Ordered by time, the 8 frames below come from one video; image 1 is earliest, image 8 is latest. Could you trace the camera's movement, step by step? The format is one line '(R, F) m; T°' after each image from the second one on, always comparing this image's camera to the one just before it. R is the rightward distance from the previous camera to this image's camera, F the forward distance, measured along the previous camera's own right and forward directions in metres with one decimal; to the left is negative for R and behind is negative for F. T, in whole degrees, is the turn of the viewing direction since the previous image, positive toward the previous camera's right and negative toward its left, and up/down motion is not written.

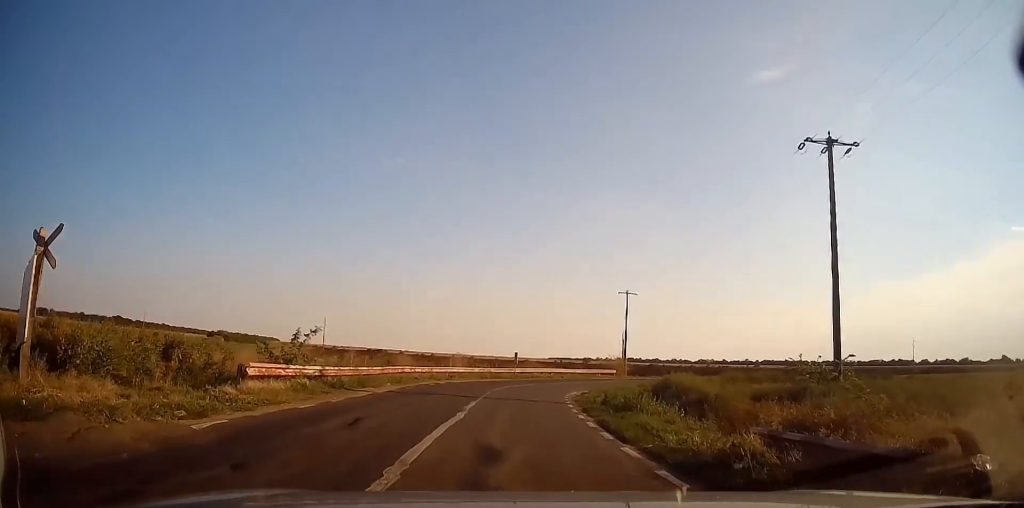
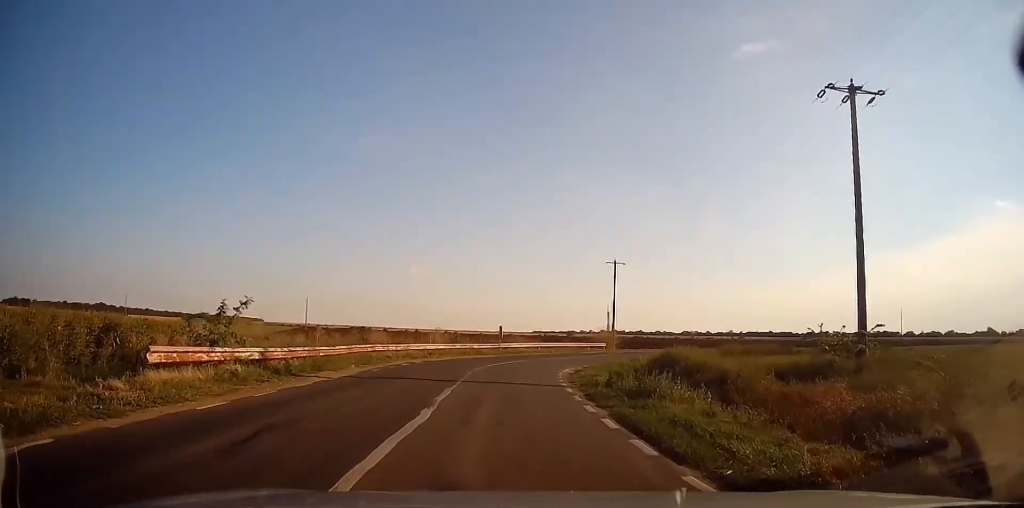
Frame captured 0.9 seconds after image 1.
(0.0, +3.5) m; 0°
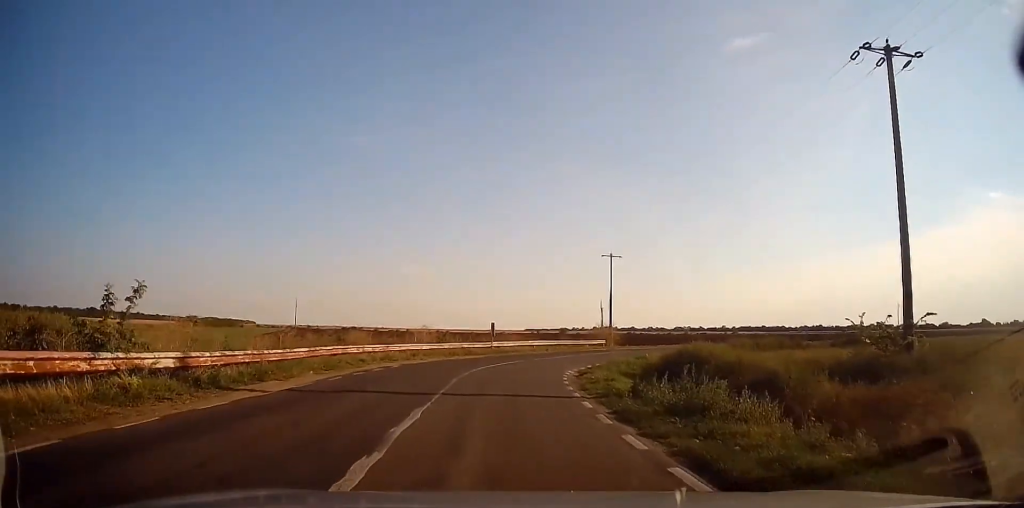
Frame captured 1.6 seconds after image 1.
(0.0, +3.7) m; 0°
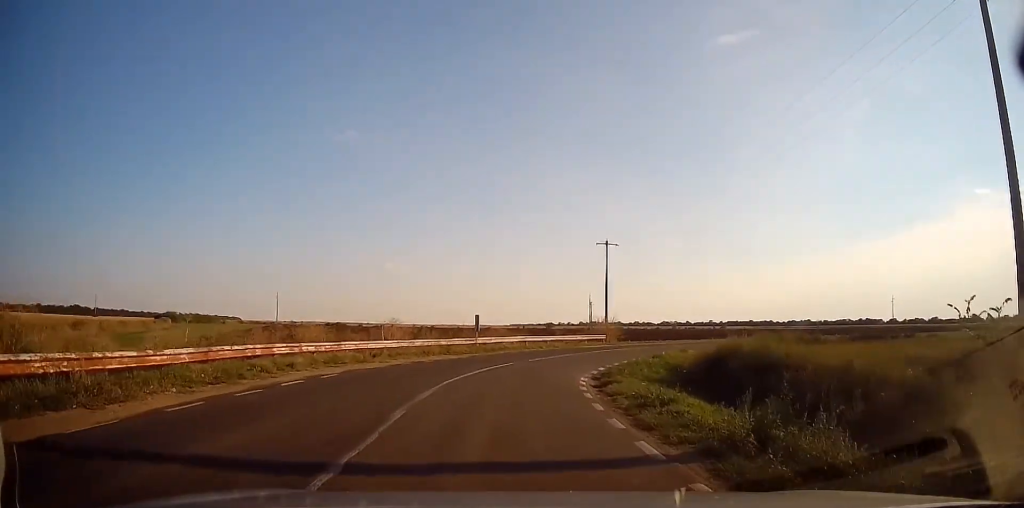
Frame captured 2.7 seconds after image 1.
(0.0, +6.3) m; +3°
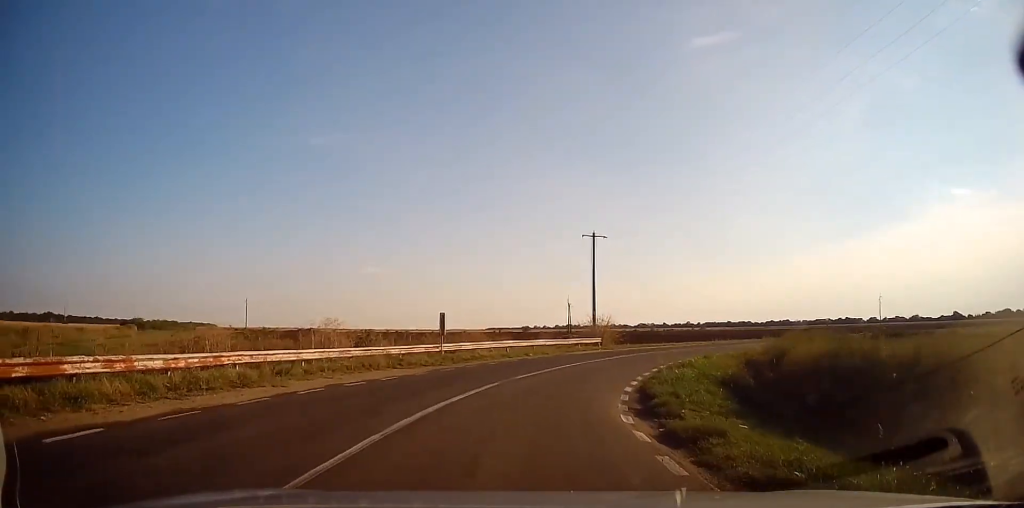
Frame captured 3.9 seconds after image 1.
(+0.4, +8.2) m; +4°
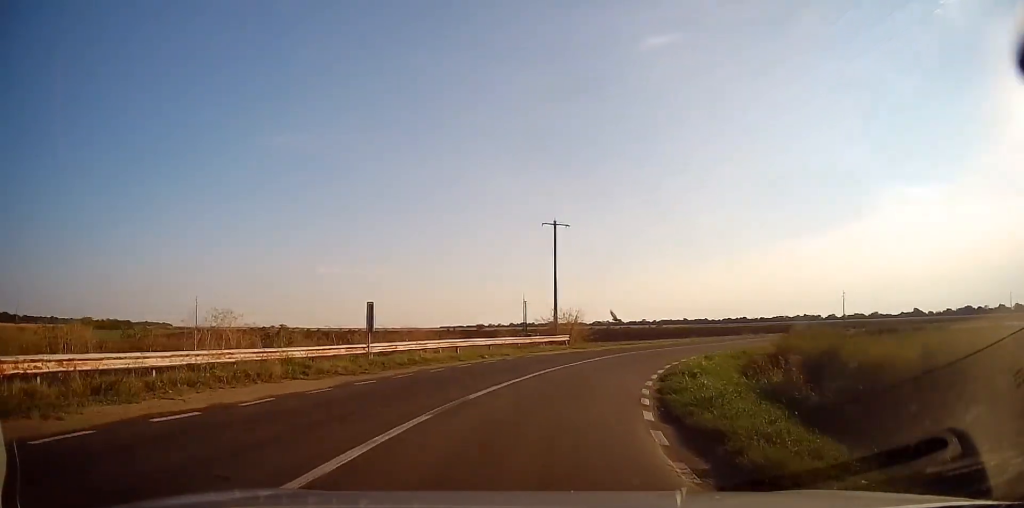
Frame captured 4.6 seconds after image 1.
(0.0, +5.9) m; +3°
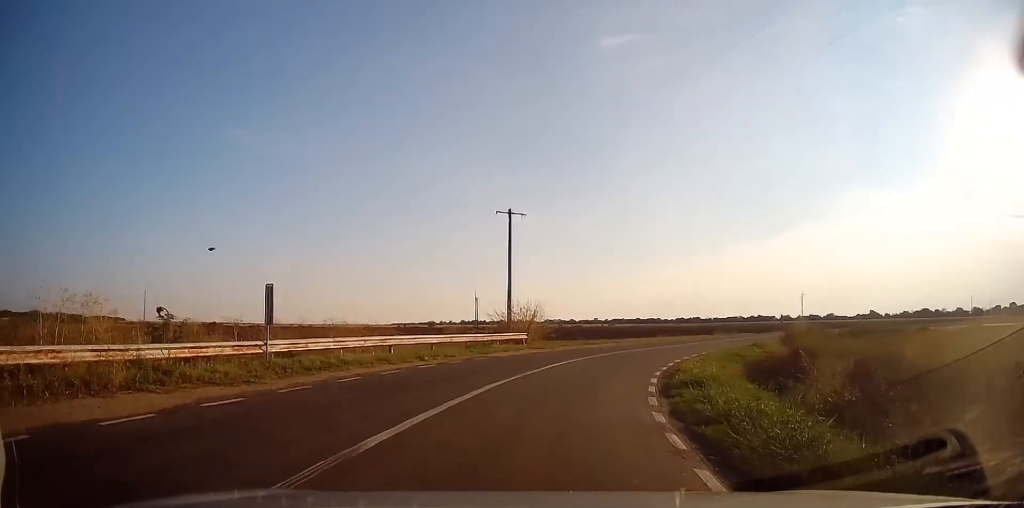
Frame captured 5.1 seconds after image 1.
(0.0, +4.3) m; +4°
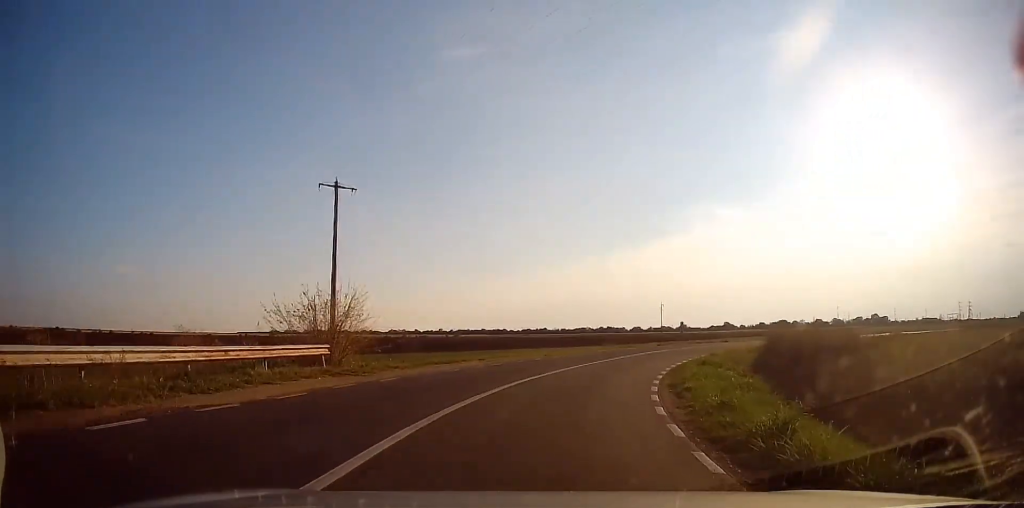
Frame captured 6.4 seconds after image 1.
(+2.0, +13.0) m; +17°
